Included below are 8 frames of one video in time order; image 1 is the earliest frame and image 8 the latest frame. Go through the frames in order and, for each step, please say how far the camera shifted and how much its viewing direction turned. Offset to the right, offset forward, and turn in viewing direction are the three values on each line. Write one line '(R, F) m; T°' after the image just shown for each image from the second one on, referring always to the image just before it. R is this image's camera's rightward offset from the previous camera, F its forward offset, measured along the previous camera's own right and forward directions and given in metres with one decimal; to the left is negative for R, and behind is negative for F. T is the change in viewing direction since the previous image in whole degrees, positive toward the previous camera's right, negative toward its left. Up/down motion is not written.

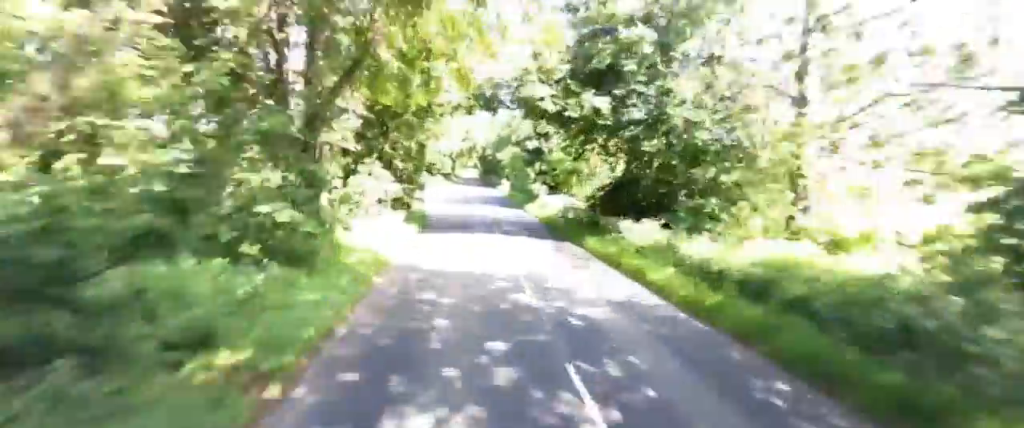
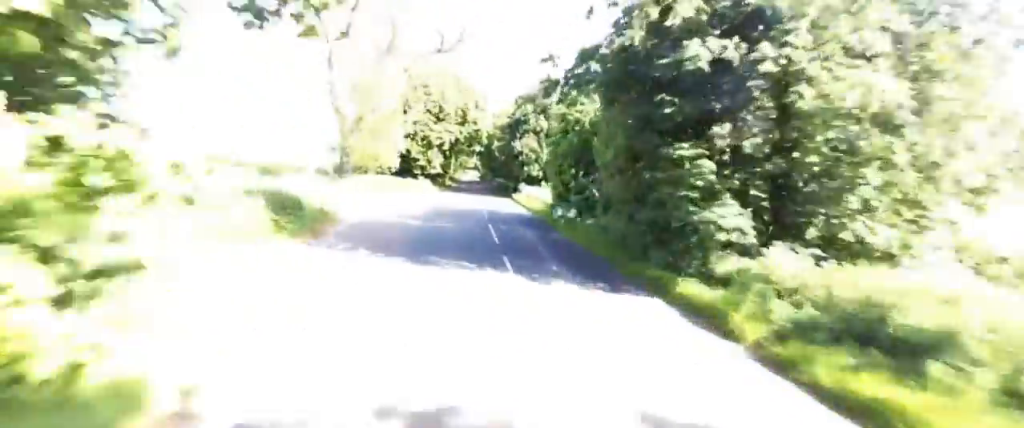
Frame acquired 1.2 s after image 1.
(+0.5, +26.8) m; +1°
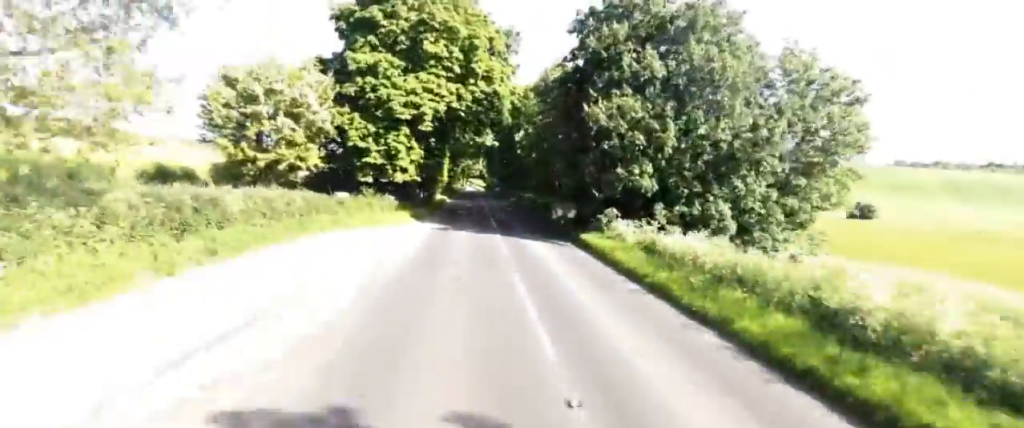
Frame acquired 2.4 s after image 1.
(-0.5, +27.8) m; -1°
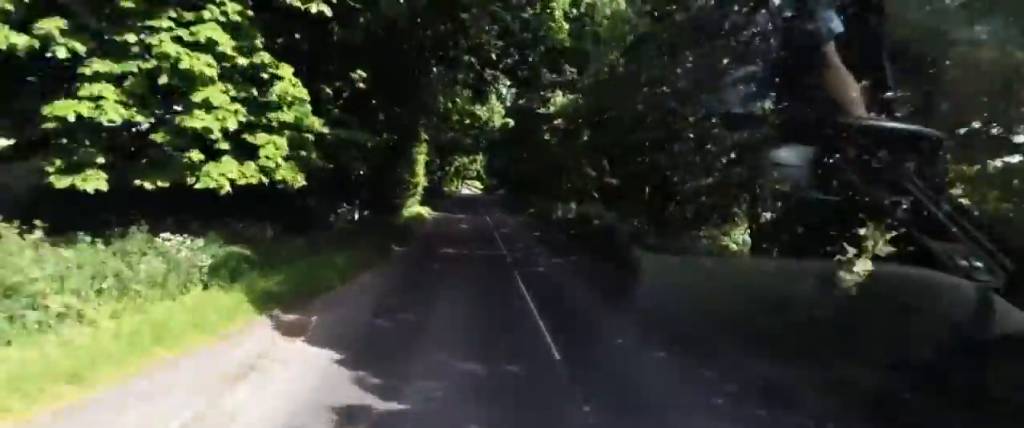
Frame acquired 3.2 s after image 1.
(+0.2, +18.2) m; -2°
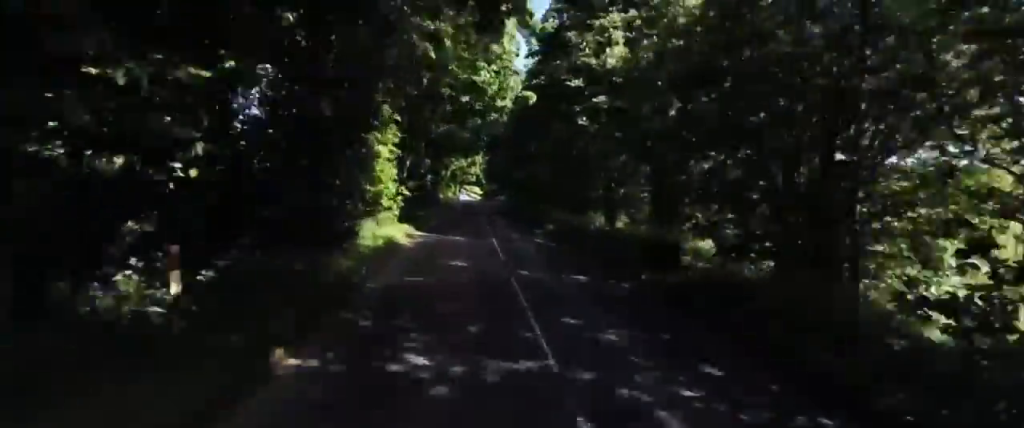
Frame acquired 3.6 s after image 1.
(-0.1, +9.0) m; 0°
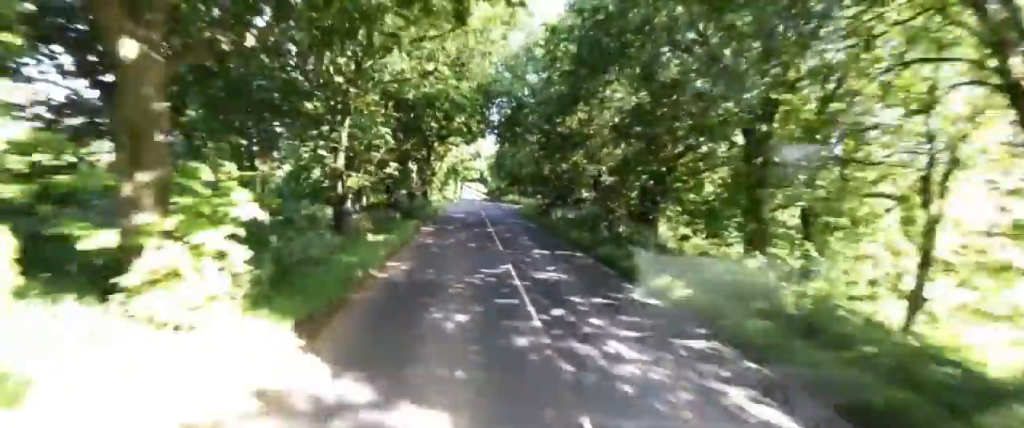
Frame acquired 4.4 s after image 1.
(-0.7, +15.8) m; 0°
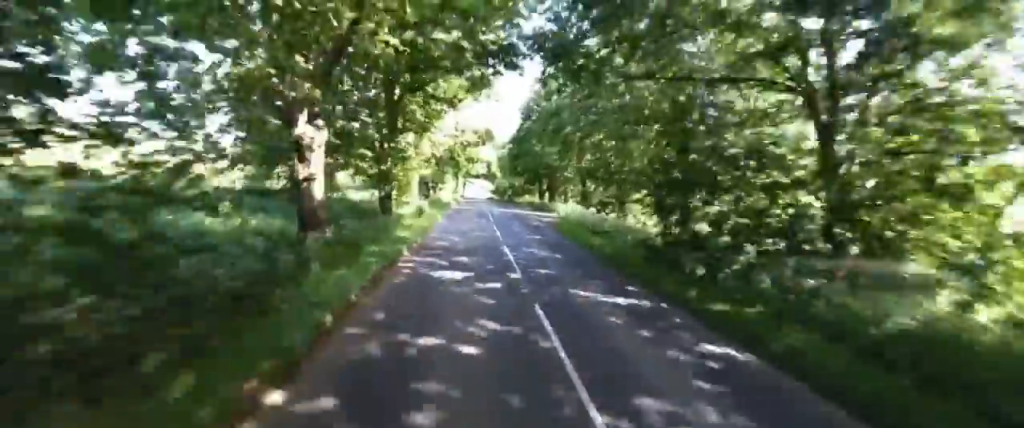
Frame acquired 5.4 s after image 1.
(+0.8, +22.2) m; +2°
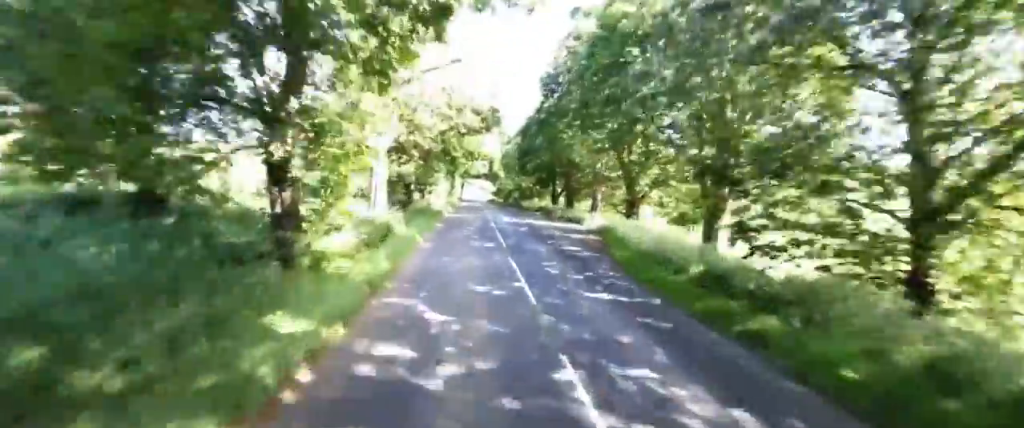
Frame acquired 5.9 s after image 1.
(-0.1, +11.4) m; -1°
